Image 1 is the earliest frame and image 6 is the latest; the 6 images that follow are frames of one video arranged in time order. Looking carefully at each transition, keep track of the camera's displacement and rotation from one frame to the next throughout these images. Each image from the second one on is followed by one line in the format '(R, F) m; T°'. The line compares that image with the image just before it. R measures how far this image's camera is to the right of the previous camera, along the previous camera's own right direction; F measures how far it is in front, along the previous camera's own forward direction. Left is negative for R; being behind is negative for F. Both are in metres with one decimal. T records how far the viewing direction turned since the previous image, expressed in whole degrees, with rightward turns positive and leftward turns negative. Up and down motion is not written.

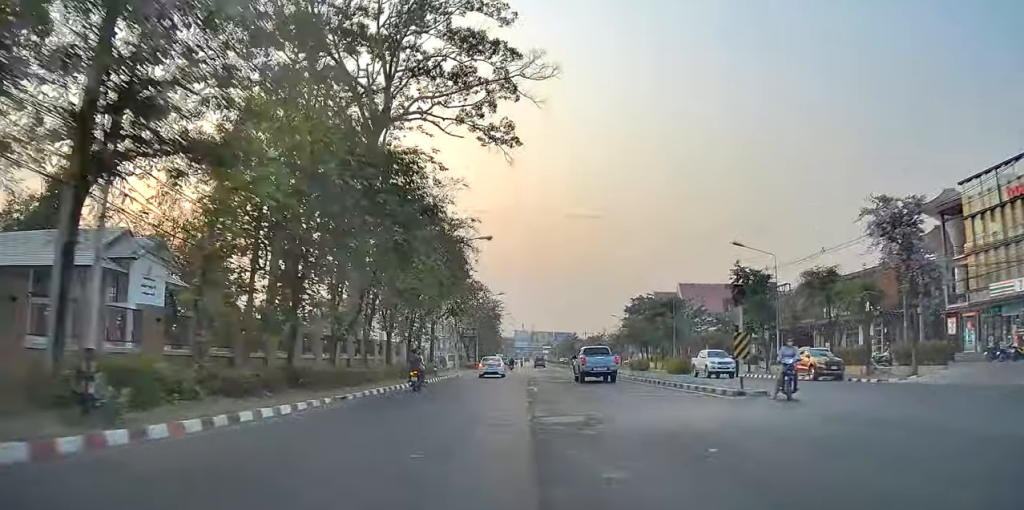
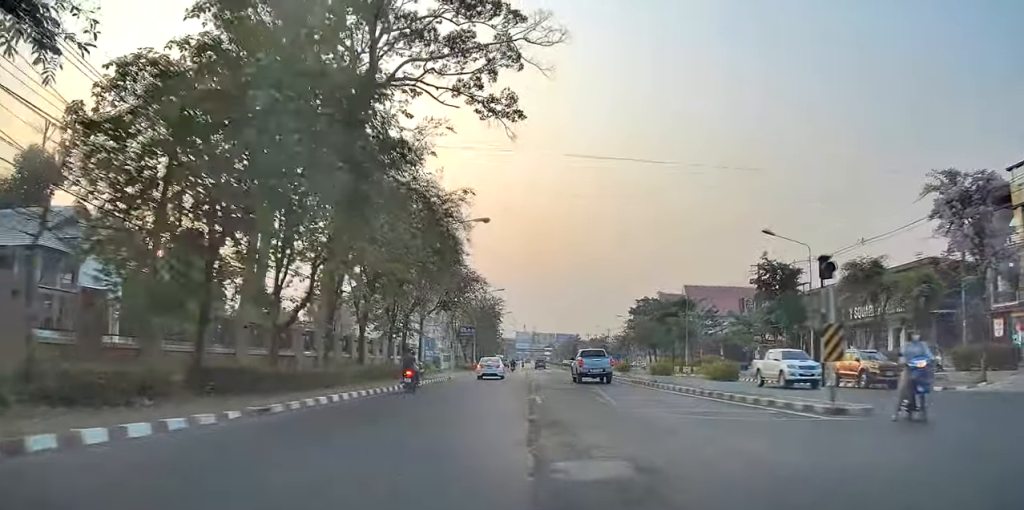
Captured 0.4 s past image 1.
(+0.3, +6.1) m; +1°
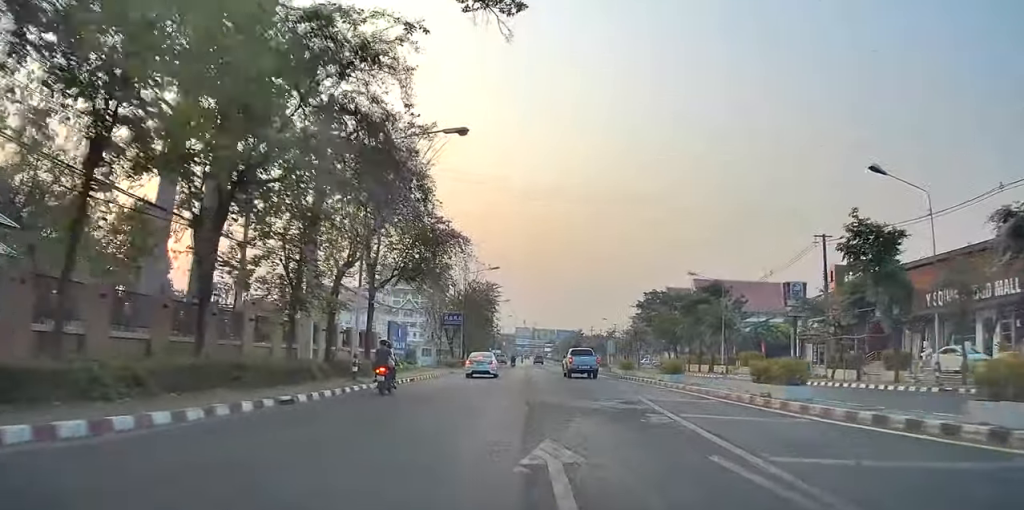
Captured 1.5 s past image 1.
(+0.3, +14.8) m; +1°
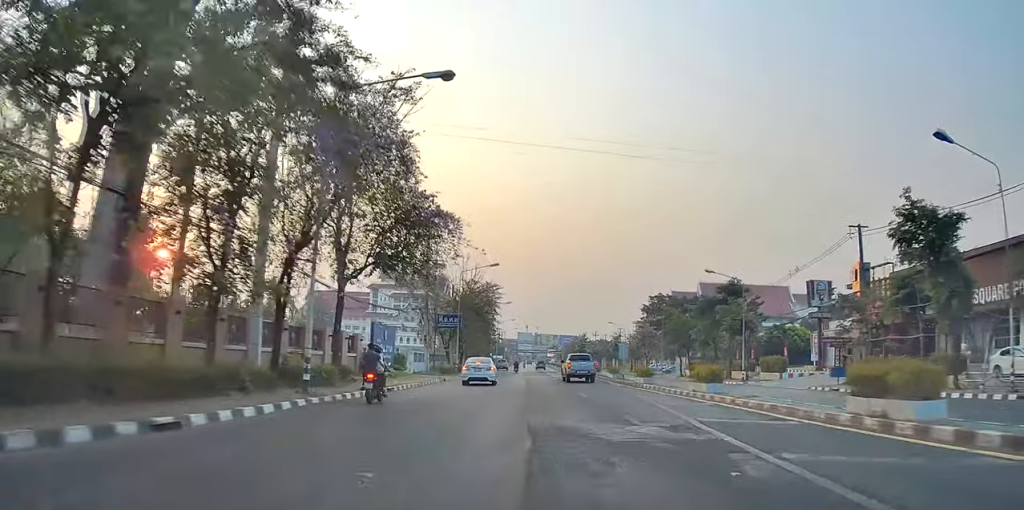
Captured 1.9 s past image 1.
(0.0, +5.5) m; 0°
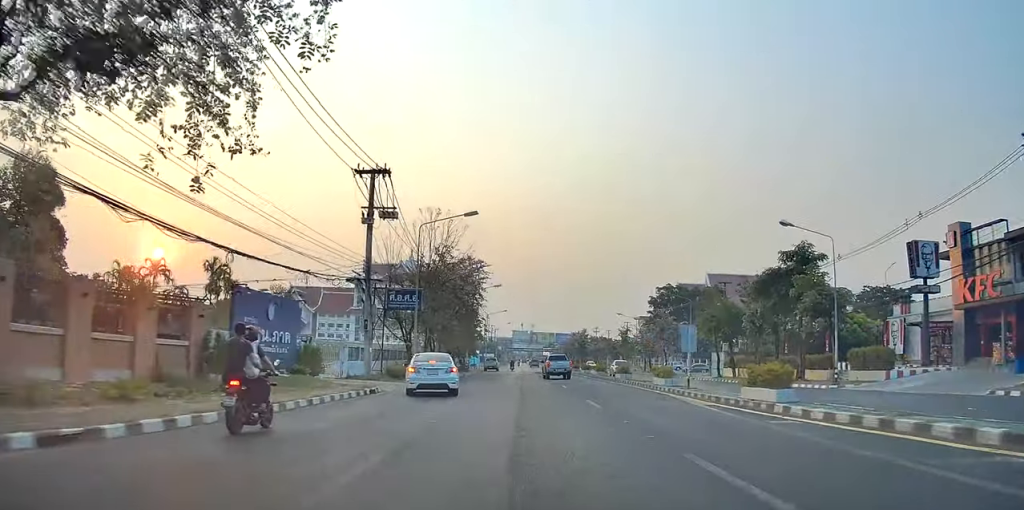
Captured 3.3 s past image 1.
(0.0, +19.1) m; 0°
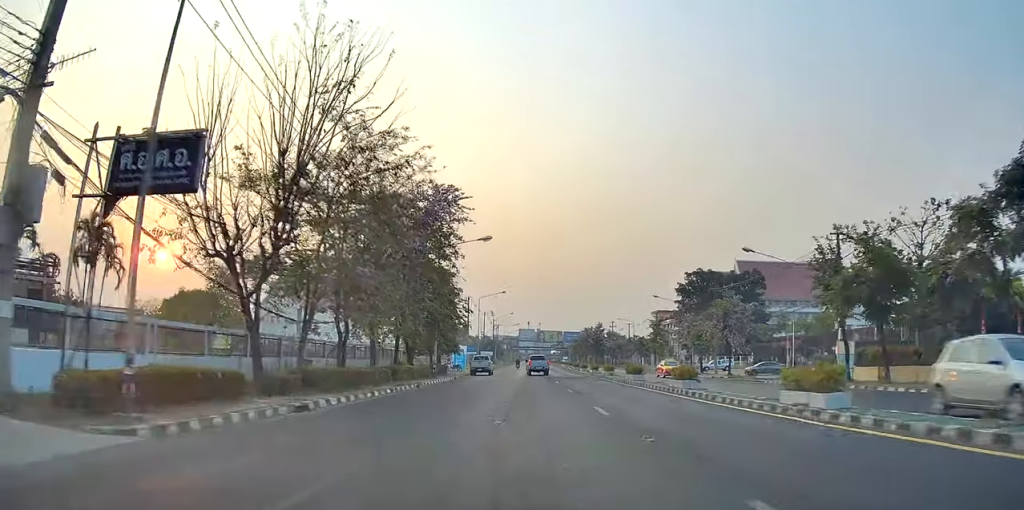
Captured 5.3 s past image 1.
(-0.5, +27.8) m; -1°
